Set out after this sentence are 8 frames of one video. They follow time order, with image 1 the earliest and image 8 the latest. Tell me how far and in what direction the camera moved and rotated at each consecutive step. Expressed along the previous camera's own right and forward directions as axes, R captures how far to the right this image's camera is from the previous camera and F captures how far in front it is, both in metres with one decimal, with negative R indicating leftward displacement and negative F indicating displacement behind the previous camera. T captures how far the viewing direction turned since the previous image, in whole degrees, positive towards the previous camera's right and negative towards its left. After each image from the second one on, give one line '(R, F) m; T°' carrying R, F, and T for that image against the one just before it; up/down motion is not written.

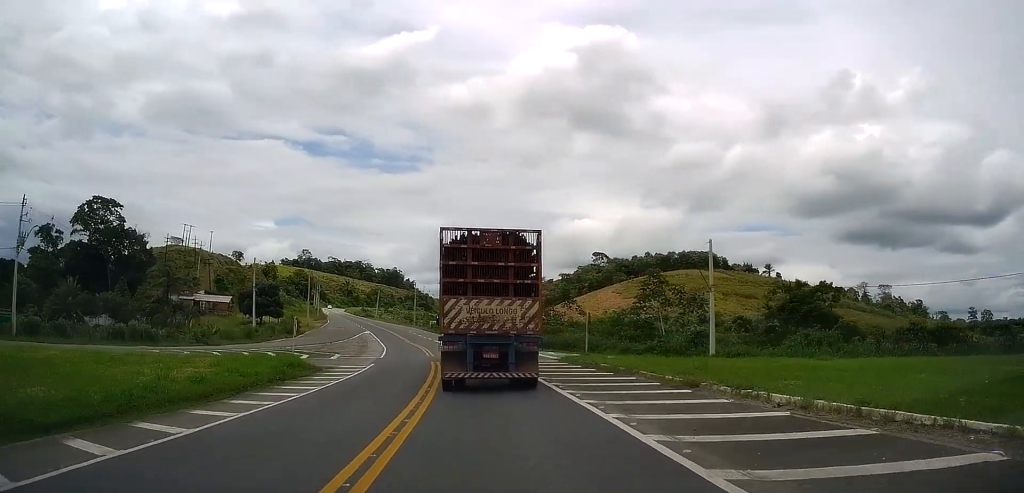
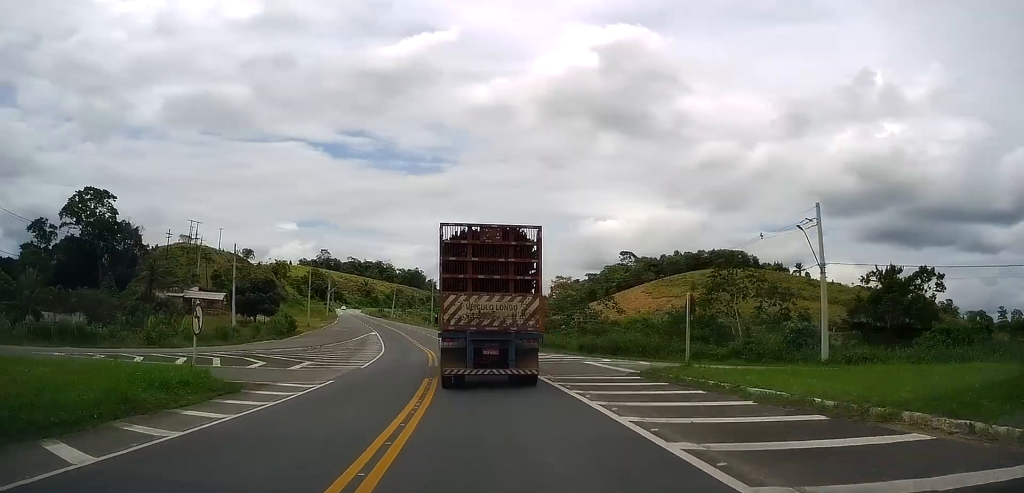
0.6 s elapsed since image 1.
(-0.1, +12.9) m; -2°
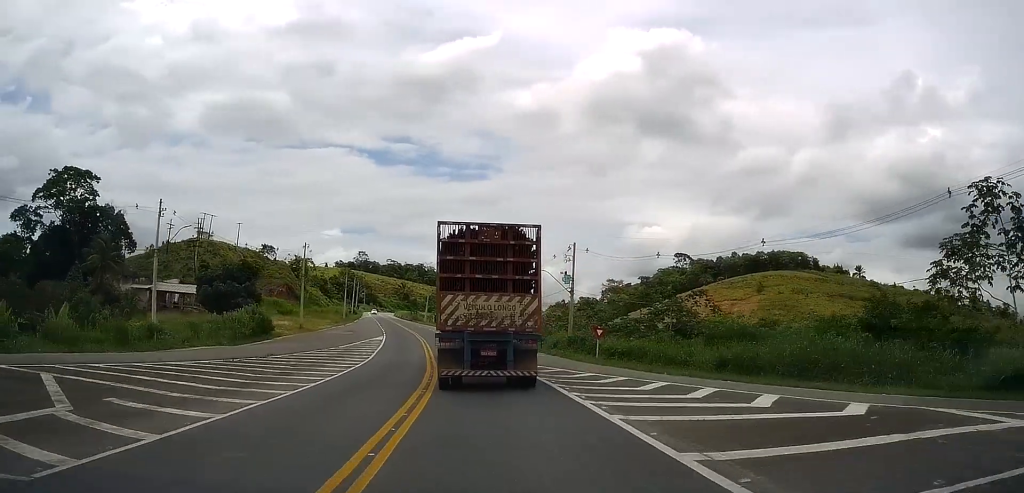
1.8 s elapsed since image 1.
(-0.7, +23.7) m; -4°
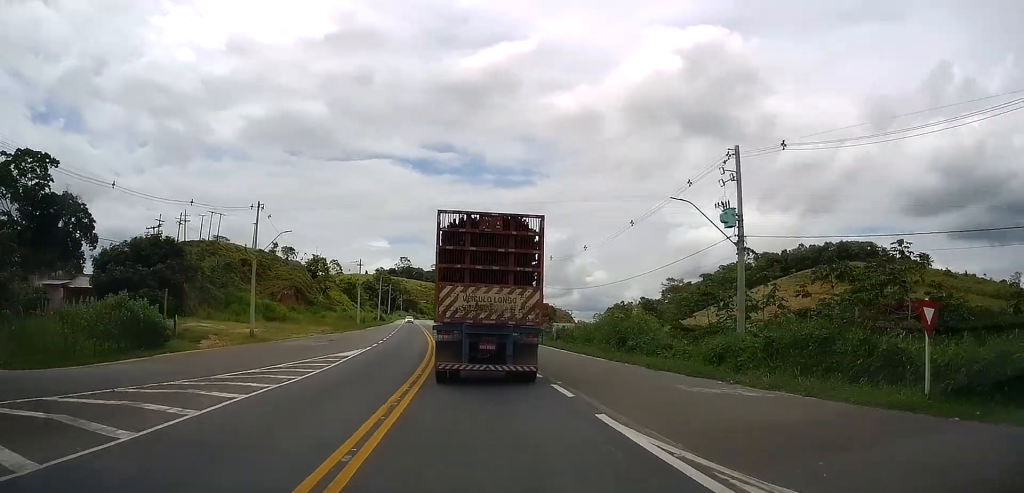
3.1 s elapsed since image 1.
(-1.2, +28.0) m; -6°
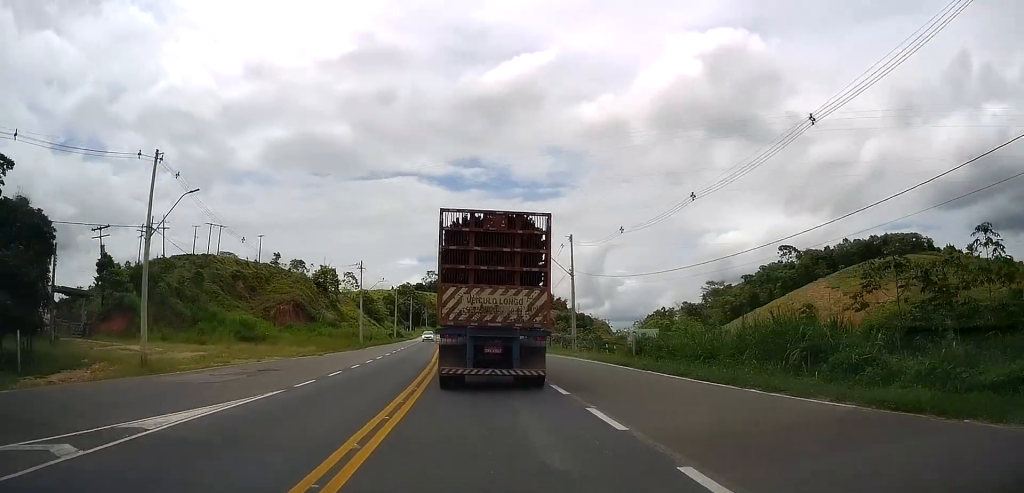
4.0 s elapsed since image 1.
(-0.7, +18.9) m; -4°
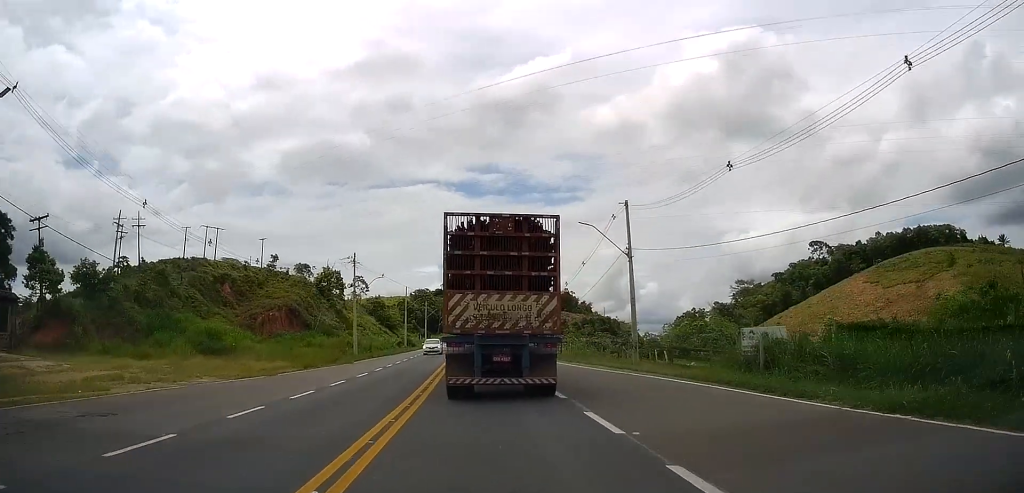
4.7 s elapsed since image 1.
(-0.5, +14.3) m; -2°
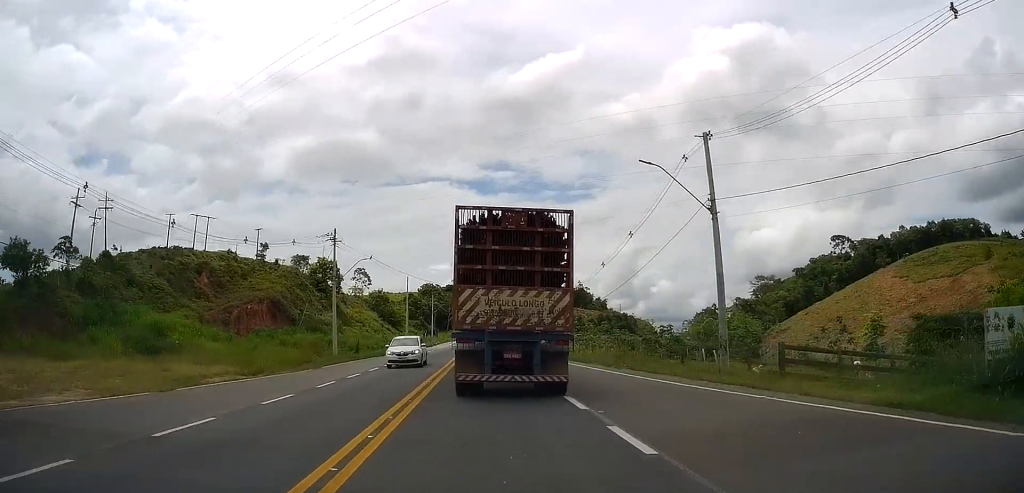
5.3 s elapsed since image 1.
(-0.2, +12.5) m; -1°
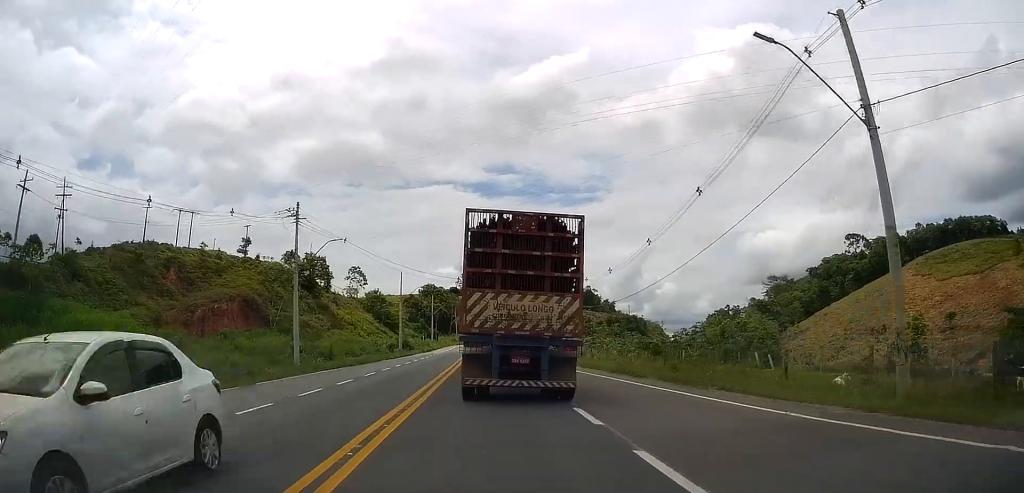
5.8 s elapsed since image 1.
(+0.1, +11.3) m; -1°
